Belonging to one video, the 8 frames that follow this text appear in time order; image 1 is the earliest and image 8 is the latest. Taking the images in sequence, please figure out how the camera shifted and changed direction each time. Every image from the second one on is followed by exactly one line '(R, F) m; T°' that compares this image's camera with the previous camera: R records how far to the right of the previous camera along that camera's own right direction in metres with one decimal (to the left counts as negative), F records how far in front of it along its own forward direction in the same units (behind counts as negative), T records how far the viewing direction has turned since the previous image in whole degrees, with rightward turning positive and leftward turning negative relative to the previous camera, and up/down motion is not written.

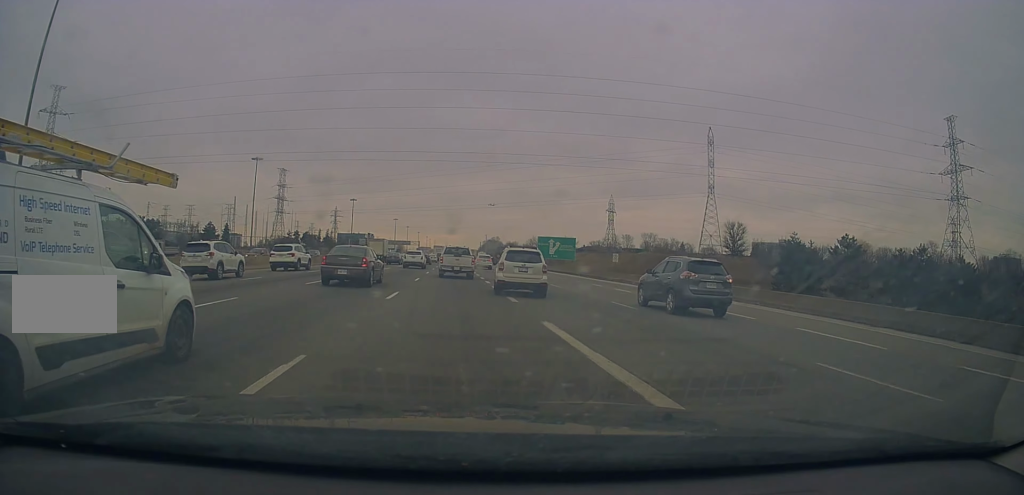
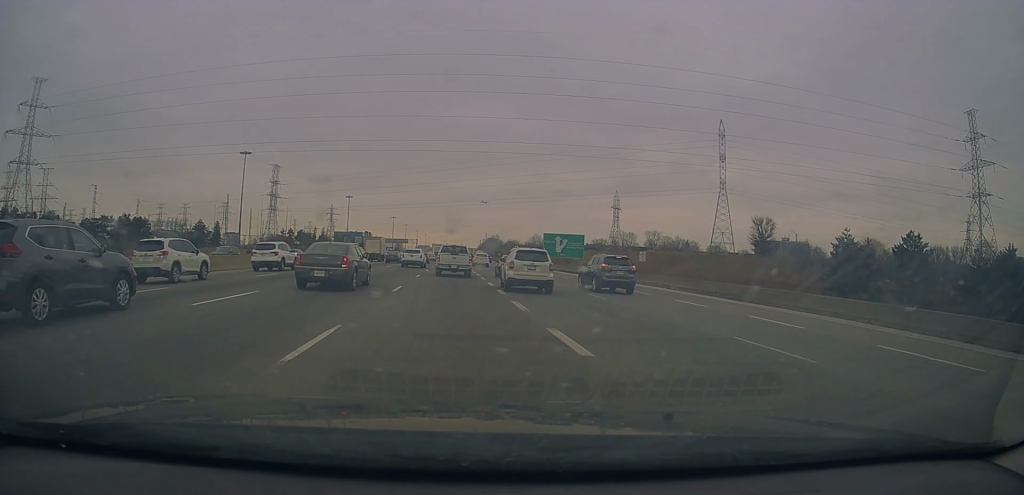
(-0.4, +8.5) m; -4°
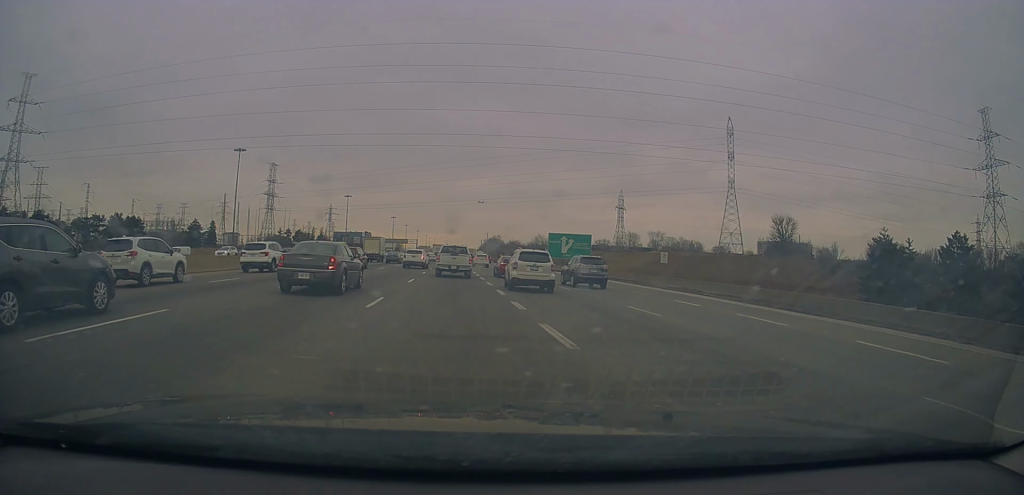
(-0.1, +5.1) m; +2°
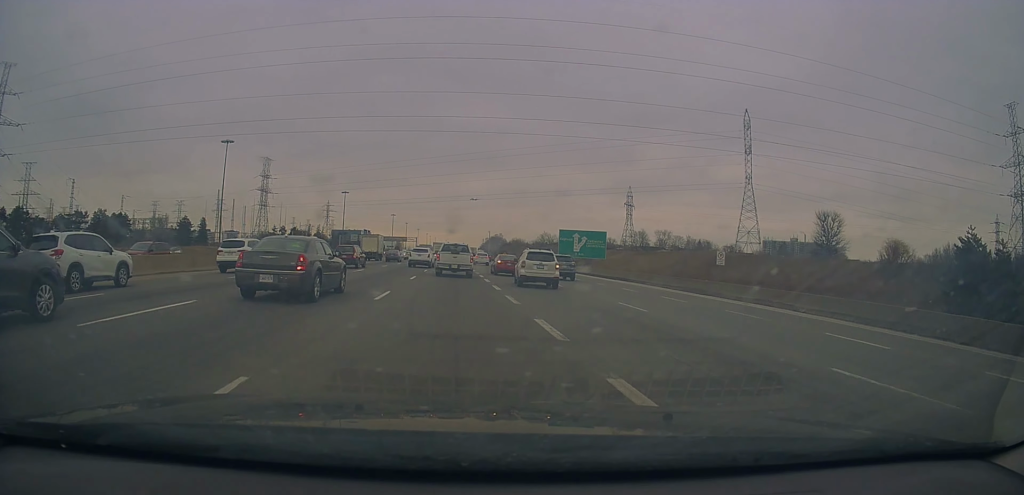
(+0.2, +10.0) m; +1°
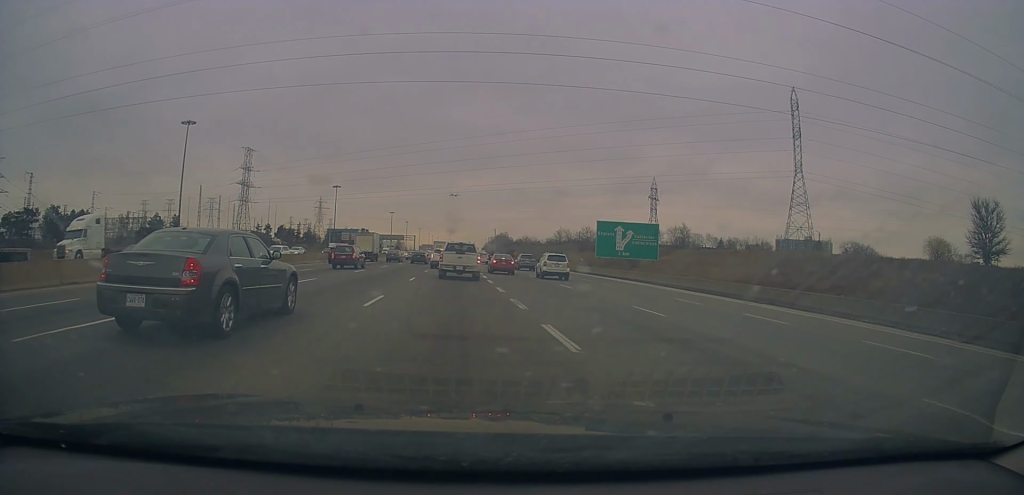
(0.0, +25.9) m; 0°
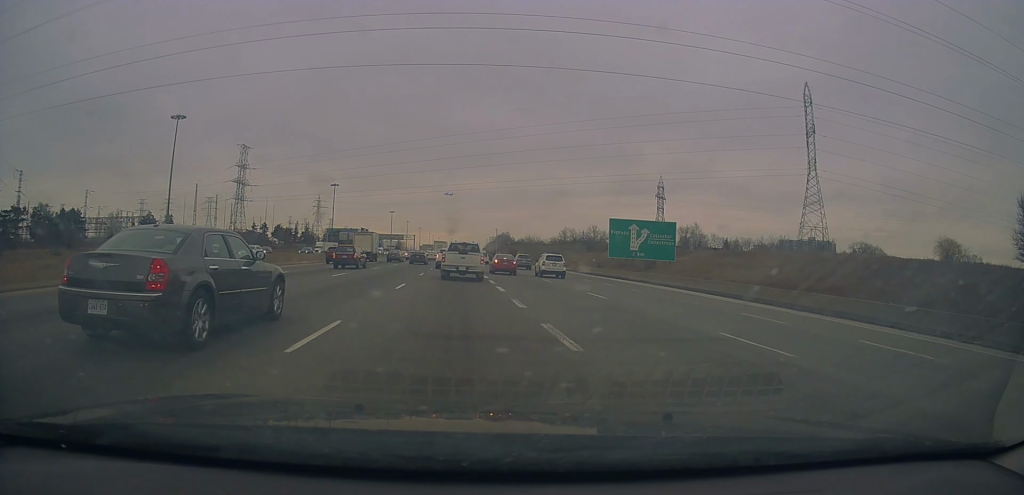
(0.0, +6.1) m; -1°
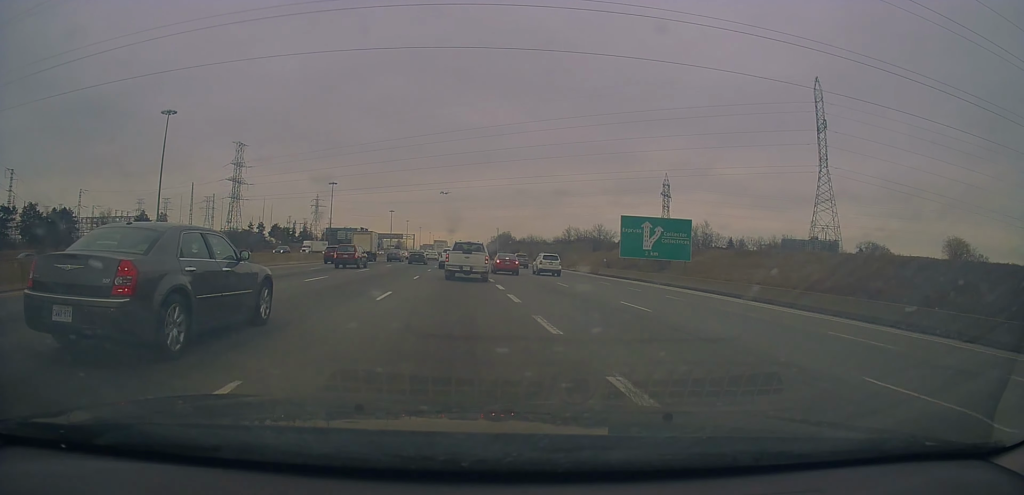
(-0.2, +4.6) m; -1°
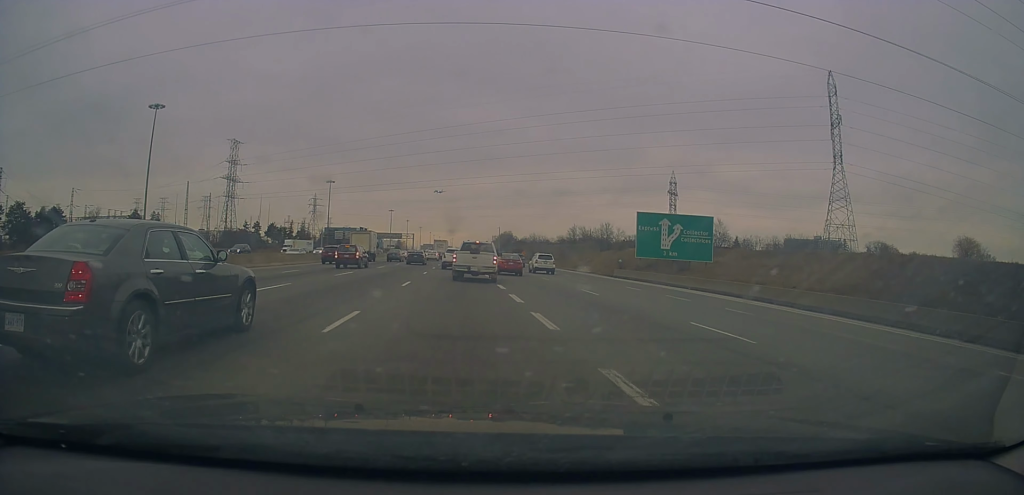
(-0.1, +6.2) m; 0°
